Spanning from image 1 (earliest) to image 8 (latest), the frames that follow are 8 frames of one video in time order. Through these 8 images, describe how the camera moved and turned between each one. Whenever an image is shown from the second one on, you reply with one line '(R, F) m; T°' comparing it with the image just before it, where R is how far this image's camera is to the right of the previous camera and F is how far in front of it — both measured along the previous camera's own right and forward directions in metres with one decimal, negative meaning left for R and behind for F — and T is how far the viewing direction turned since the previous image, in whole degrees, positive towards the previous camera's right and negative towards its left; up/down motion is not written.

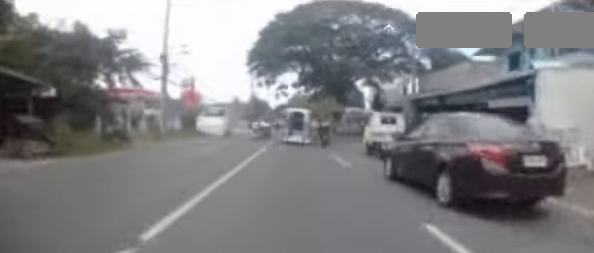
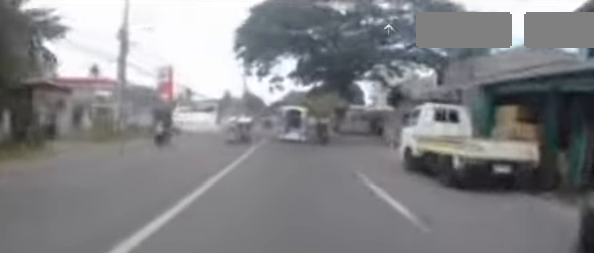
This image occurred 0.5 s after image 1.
(+0.1, +5.2) m; +1°
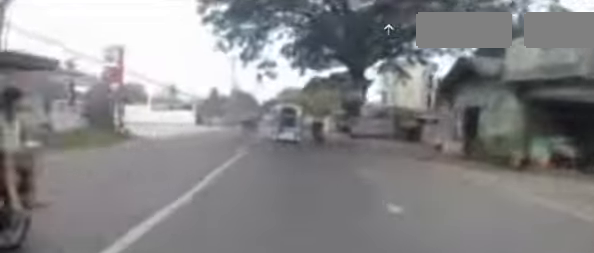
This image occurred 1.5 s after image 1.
(+0.1, +8.9) m; 0°
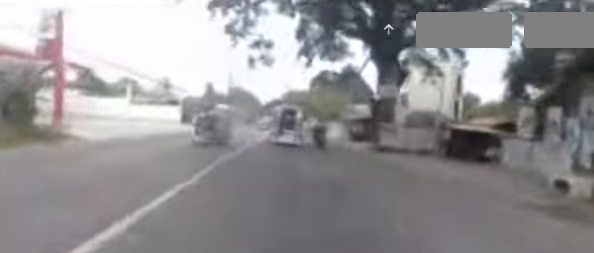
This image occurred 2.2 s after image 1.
(-0.1, +6.9) m; -2°
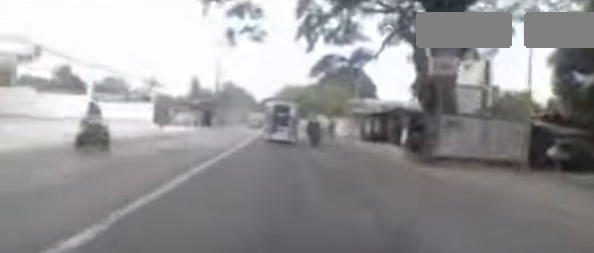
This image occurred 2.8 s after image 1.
(-0.1, +6.4) m; 0°
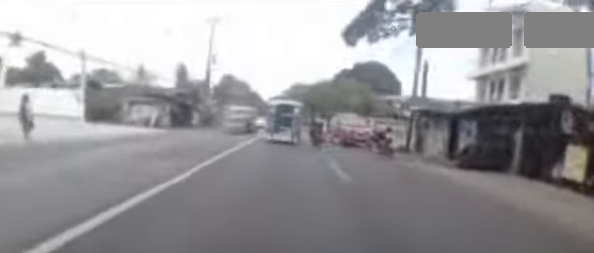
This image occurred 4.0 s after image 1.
(+0.1, +11.4) m; +1°
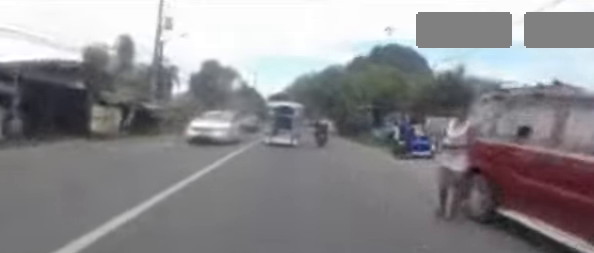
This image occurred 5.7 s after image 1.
(-0.1, +15.1) m; +1°
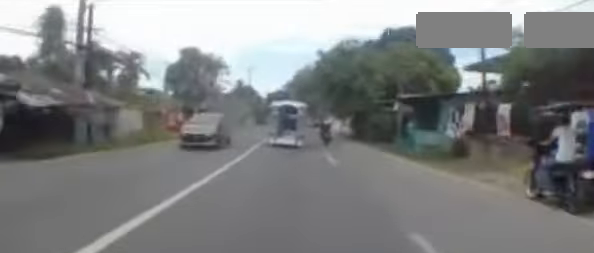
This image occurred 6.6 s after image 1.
(+0.3, +8.2) m; +1°
